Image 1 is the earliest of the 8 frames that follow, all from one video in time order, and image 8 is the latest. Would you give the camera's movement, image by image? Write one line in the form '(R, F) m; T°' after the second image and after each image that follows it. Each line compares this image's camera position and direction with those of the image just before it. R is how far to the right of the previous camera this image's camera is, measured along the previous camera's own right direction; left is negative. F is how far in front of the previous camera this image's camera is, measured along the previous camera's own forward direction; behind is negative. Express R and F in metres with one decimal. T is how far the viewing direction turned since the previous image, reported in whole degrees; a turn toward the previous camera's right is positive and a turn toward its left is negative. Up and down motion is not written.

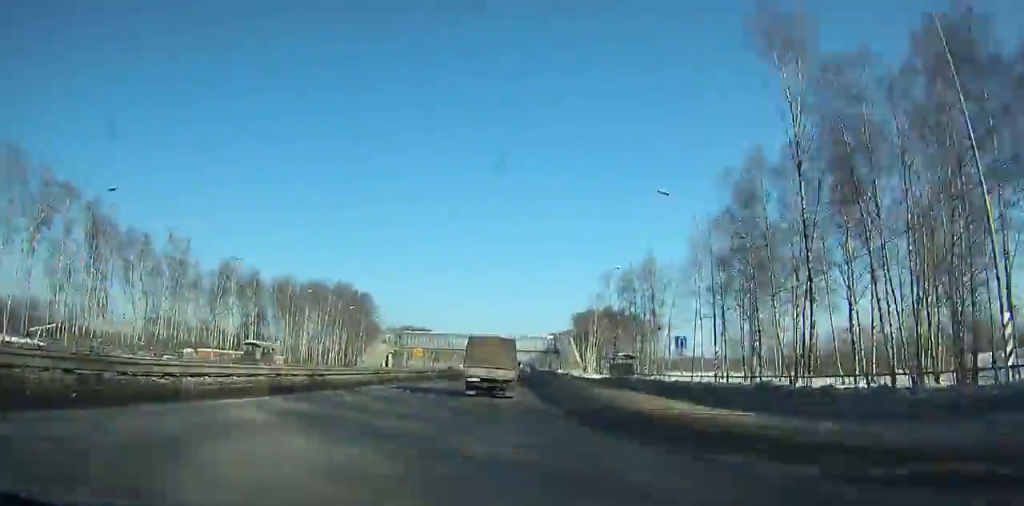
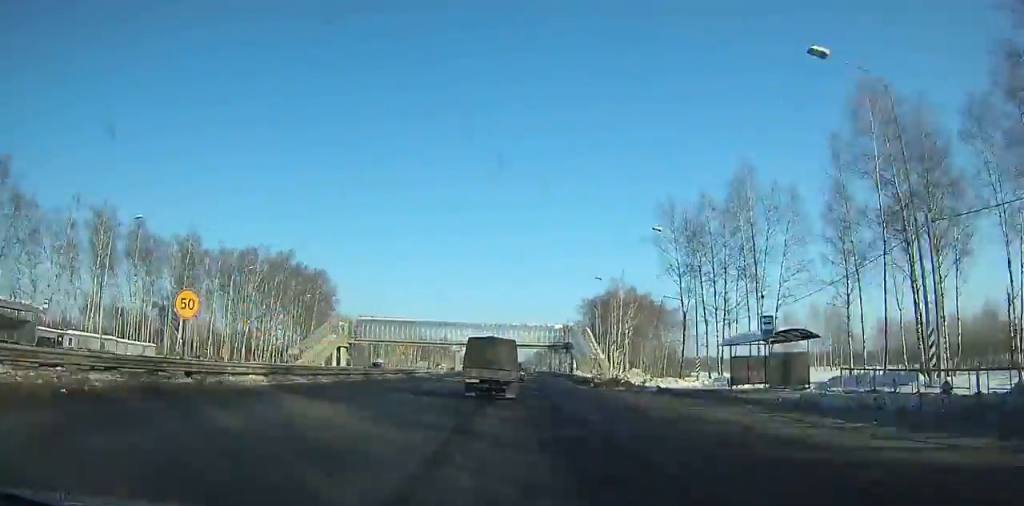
(+0.1, +38.6) m; +1°
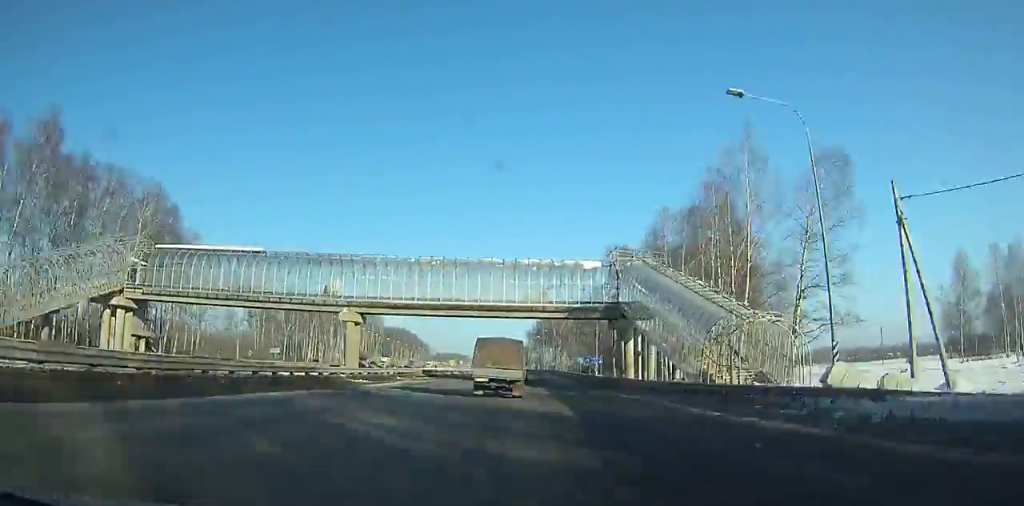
(+0.7, +66.5) m; +1°
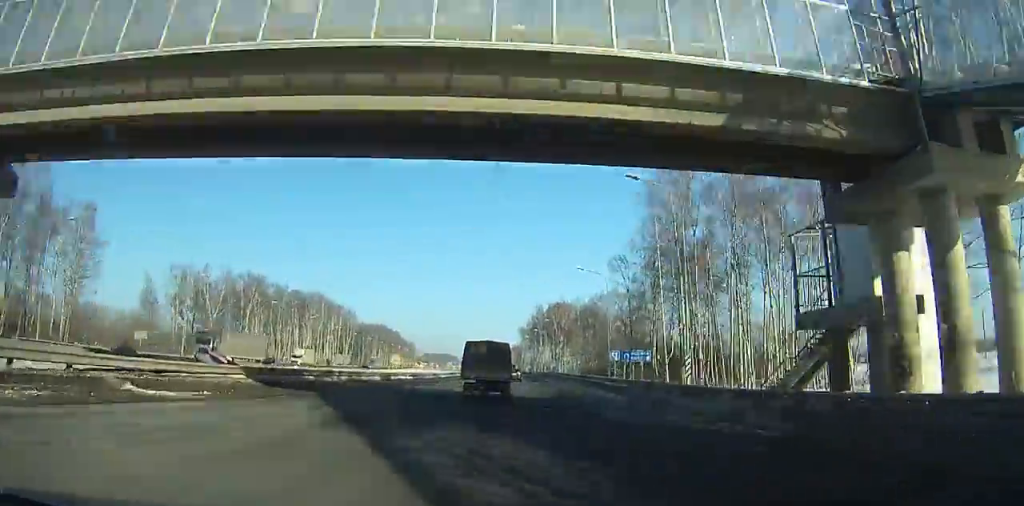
(+0.1, +39.5) m; 0°
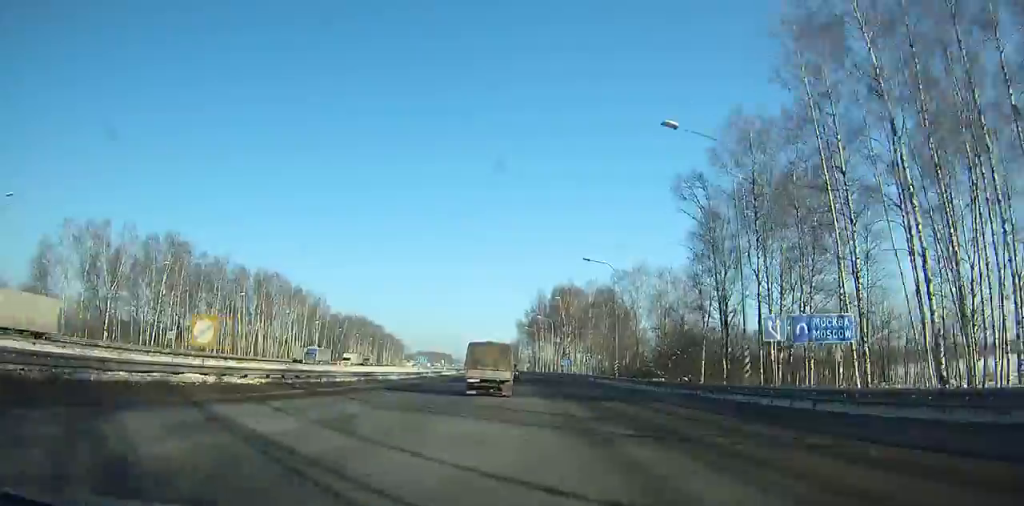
(+0.2, +36.9) m; 0°
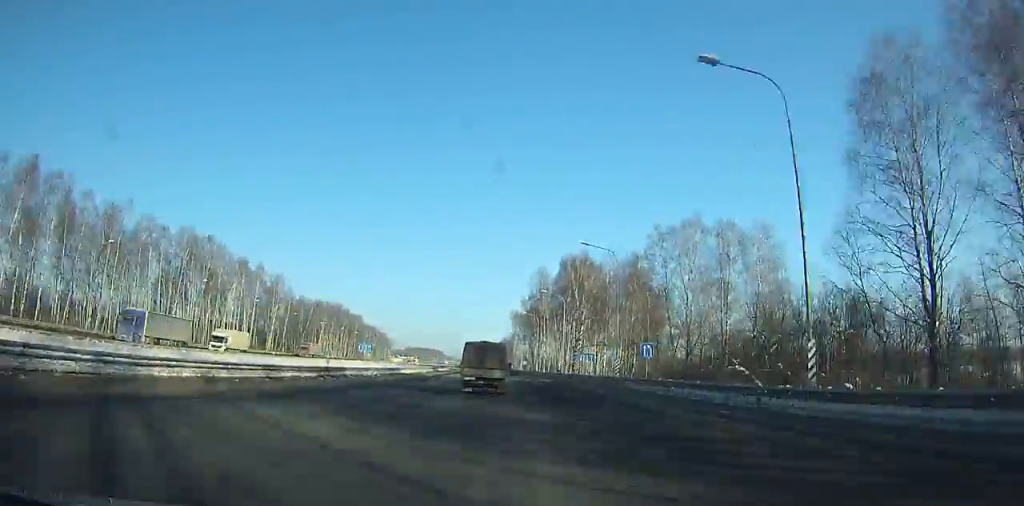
(+0.2, +37.3) m; 0°
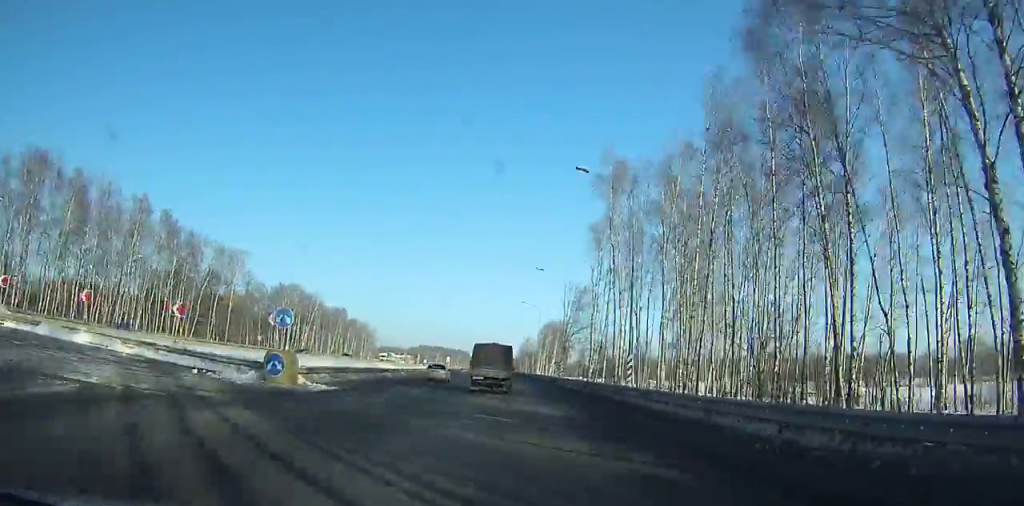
(-4.3, +182.8) m; -3°
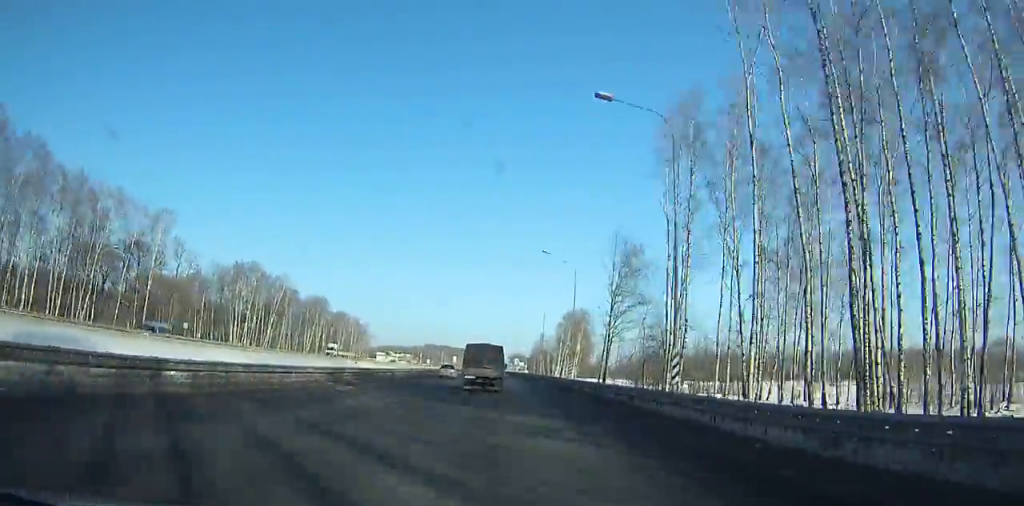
(-0.3, +39.7) m; -1°
